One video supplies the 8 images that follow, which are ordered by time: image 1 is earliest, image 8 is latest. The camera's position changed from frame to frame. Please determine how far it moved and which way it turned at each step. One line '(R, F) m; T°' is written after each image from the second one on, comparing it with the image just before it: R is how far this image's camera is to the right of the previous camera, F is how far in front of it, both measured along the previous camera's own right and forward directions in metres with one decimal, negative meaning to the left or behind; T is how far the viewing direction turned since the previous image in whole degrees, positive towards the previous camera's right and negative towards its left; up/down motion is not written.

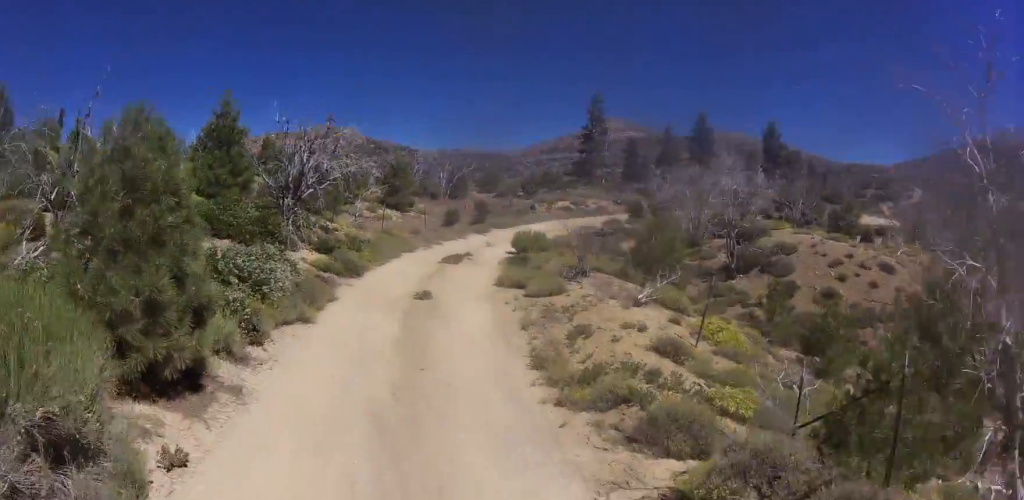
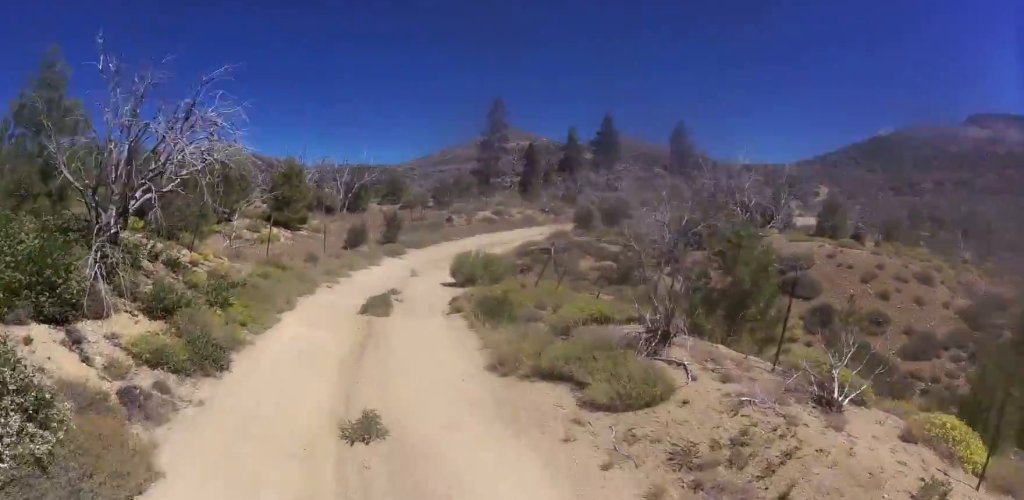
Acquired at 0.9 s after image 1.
(0.0, +7.0) m; +3°
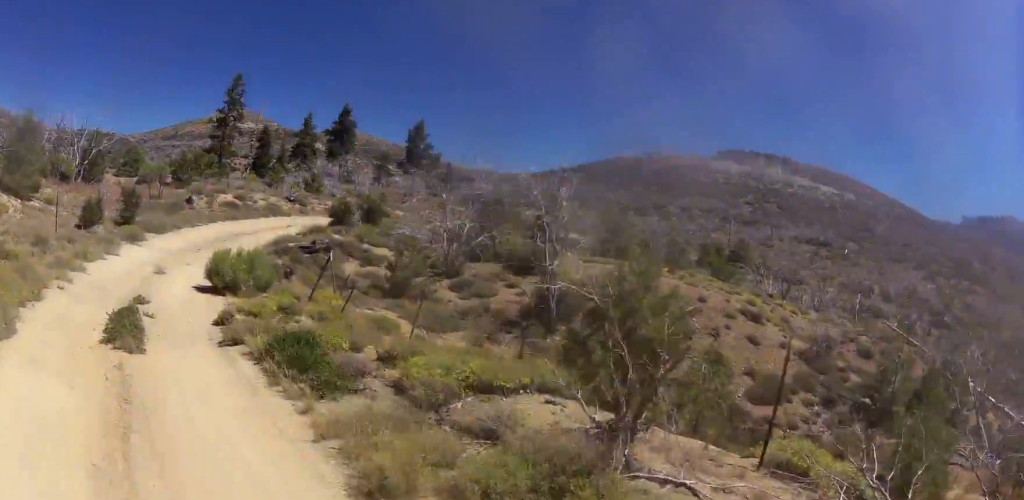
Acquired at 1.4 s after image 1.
(-0.2, +3.6) m; +4°
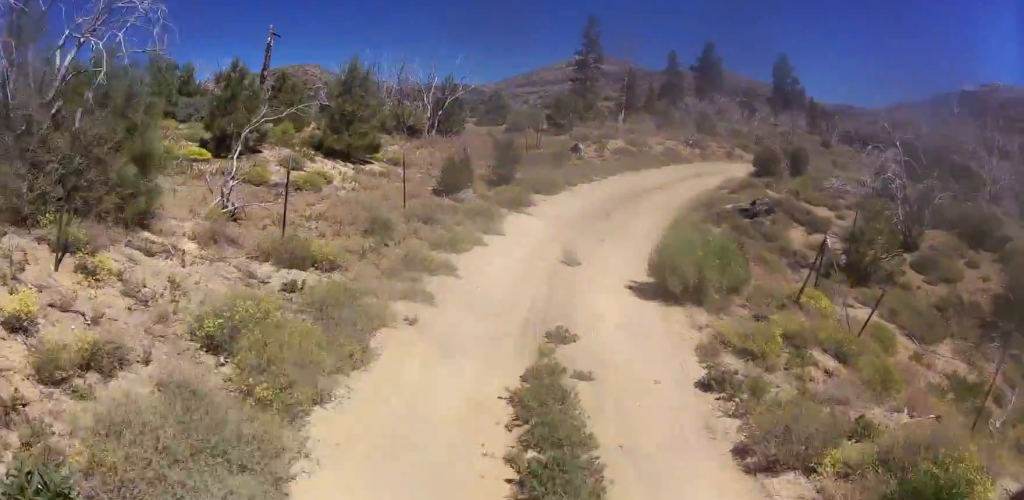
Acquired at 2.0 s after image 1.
(+0.4, +4.6) m; +10°
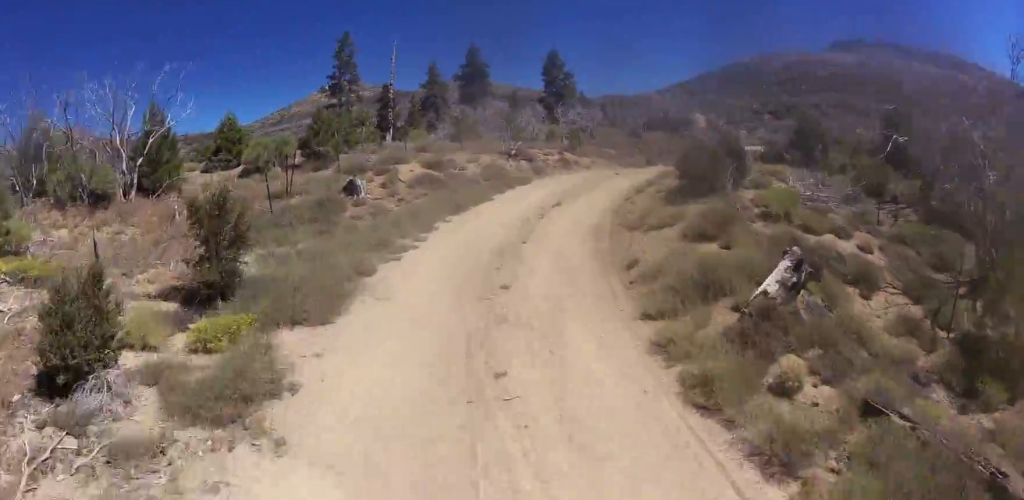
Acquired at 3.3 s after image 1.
(+2.1, +9.1) m; +20°
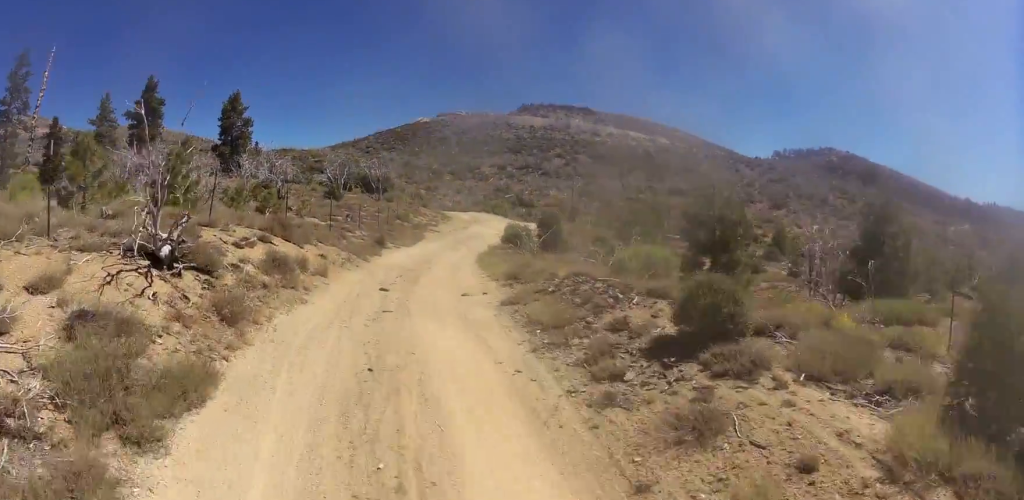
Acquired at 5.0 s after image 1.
(+1.8, +12.3) m; +18°
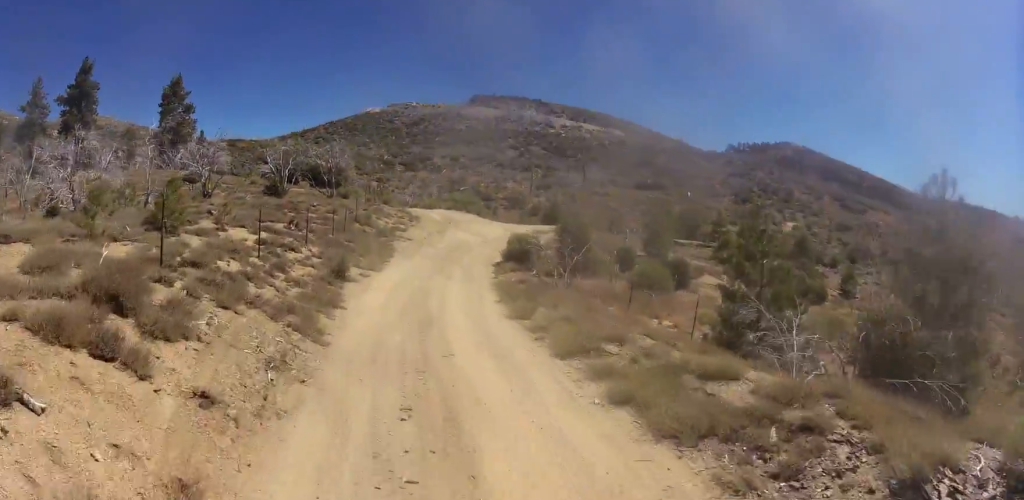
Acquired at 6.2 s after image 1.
(+1.0, +8.7) m; +13°
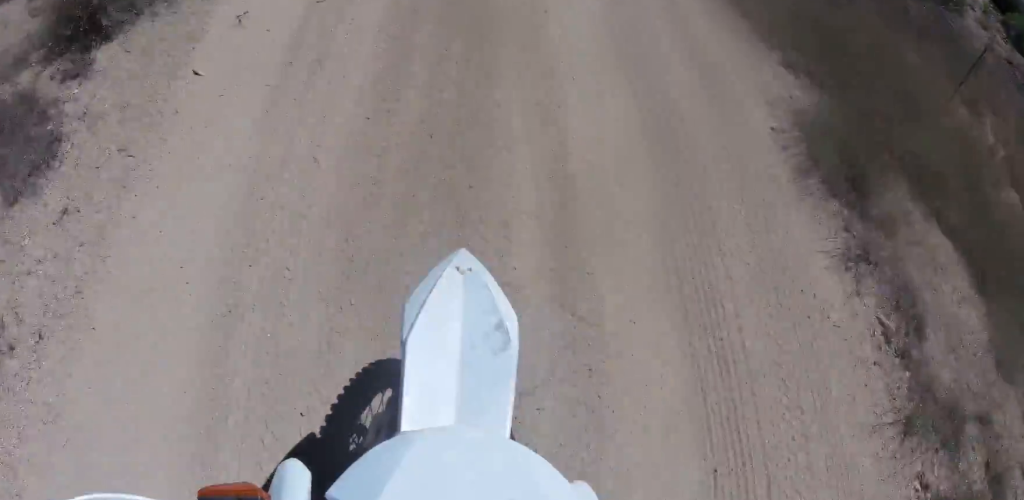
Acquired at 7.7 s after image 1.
(+1.5, +11.0) m; +12°
